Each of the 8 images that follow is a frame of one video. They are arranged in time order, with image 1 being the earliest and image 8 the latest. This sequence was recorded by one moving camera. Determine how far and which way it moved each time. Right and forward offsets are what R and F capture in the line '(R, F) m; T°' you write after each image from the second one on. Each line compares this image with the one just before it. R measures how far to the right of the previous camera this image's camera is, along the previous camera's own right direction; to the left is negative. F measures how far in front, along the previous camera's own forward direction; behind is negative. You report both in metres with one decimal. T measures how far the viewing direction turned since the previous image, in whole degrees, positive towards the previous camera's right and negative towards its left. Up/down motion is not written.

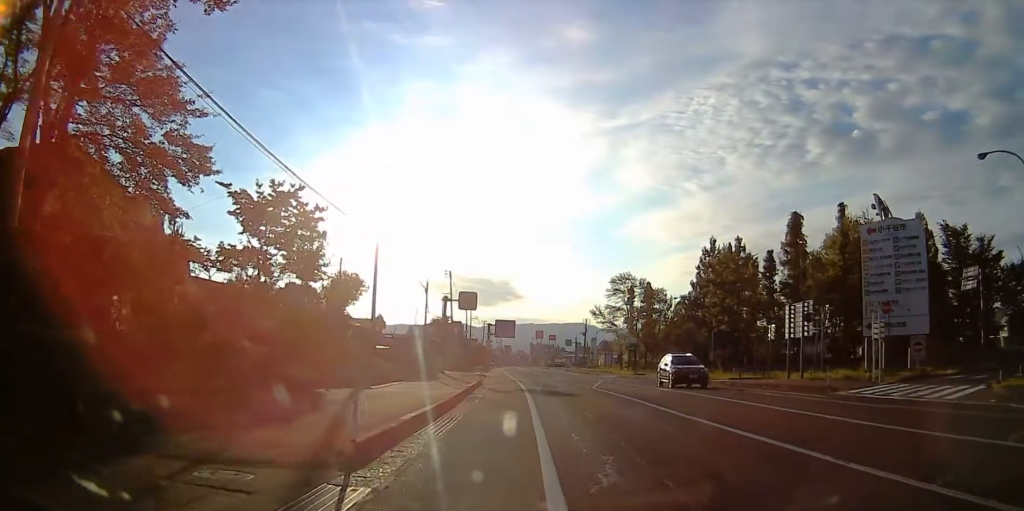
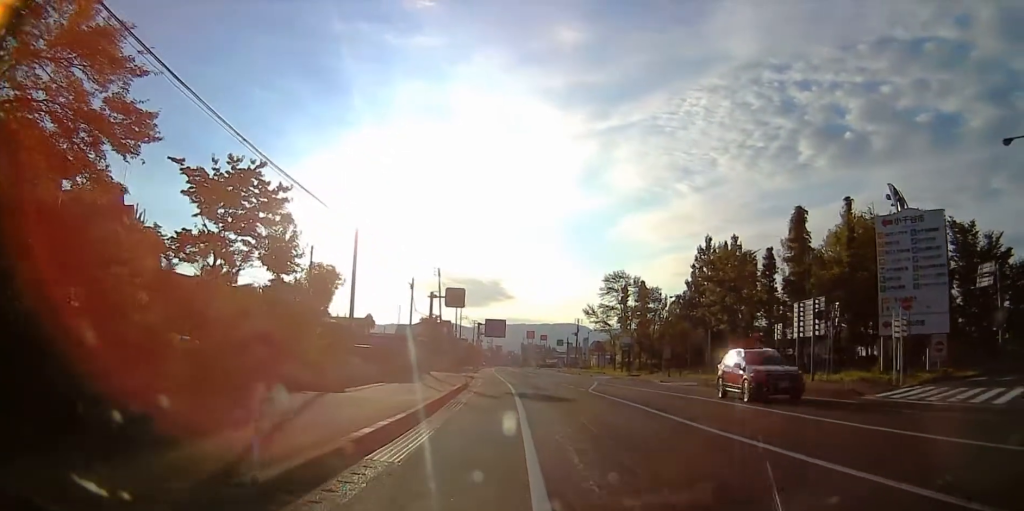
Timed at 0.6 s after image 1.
(0.0, +2.4) m; 0°
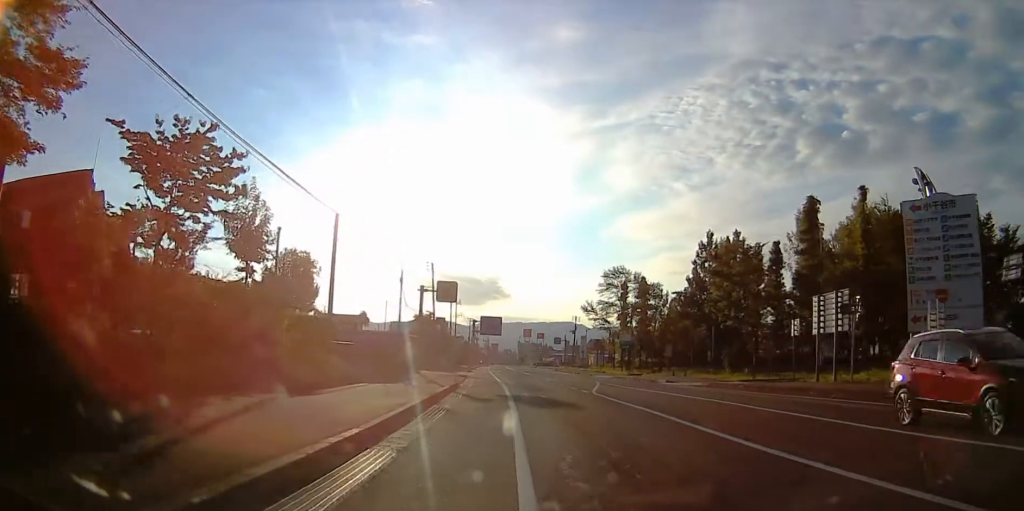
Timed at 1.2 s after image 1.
(0.0, +2.7) m; 0°
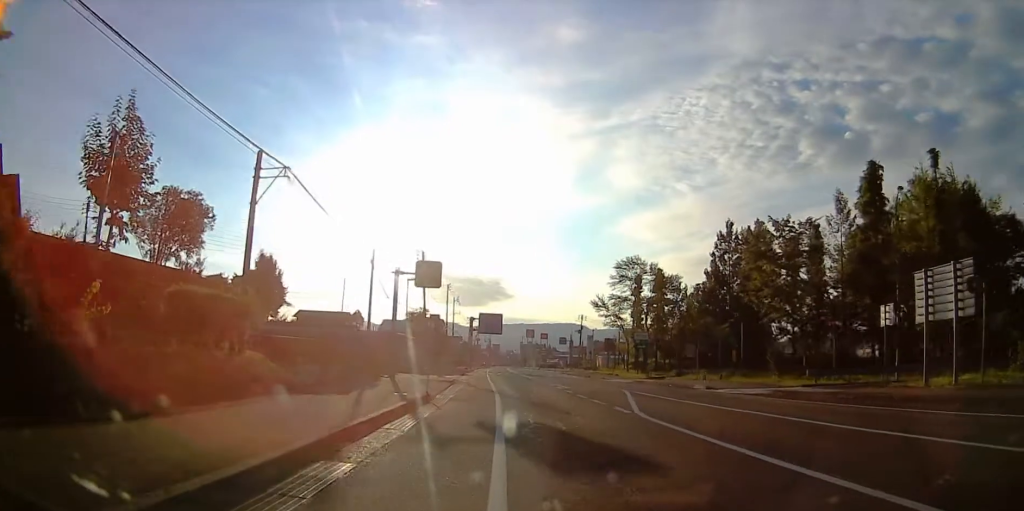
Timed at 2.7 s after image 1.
(0.0, +9.2) m; -1°
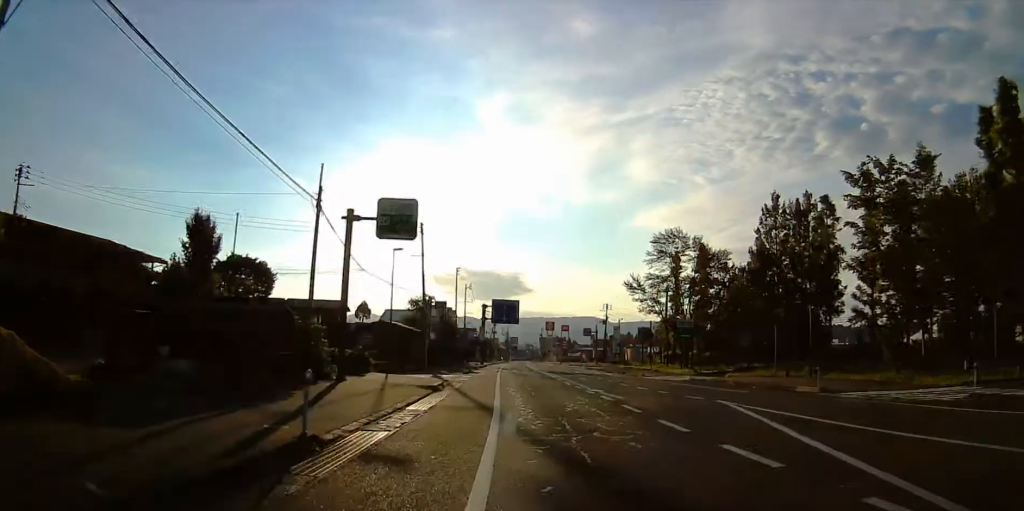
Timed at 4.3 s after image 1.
(-1.0, +13.3) m; -8°
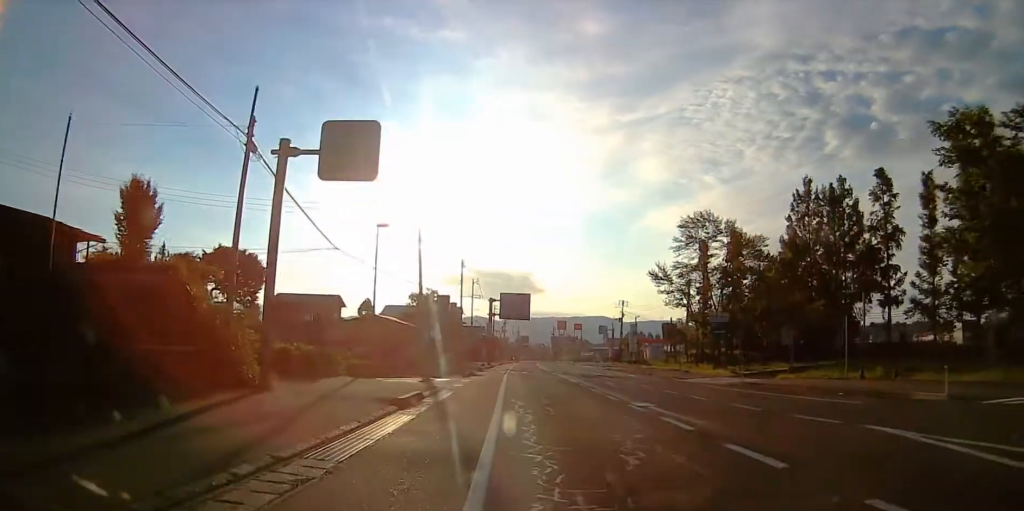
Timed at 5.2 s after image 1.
(-0.2, +7.9) m; +2°
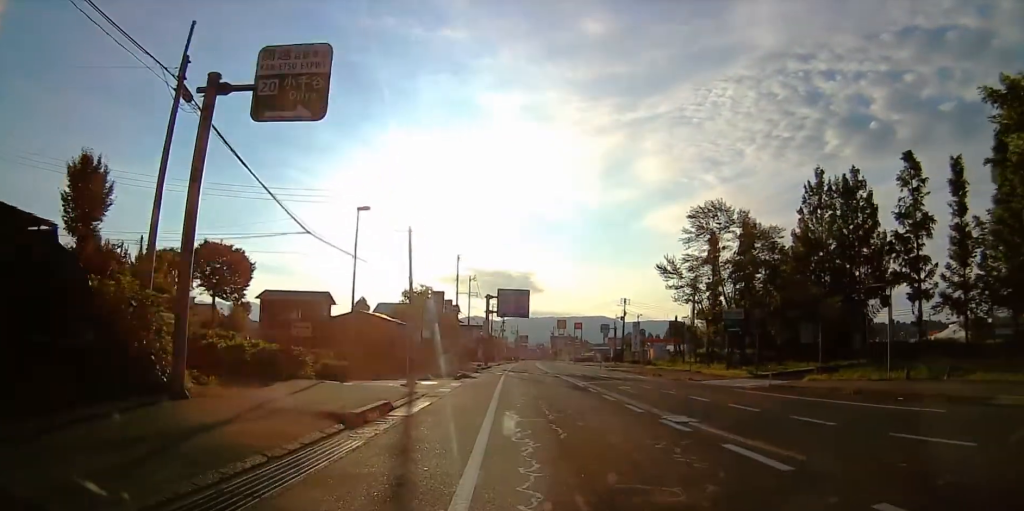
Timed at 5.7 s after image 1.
(0.0, +4.3) m; +2°
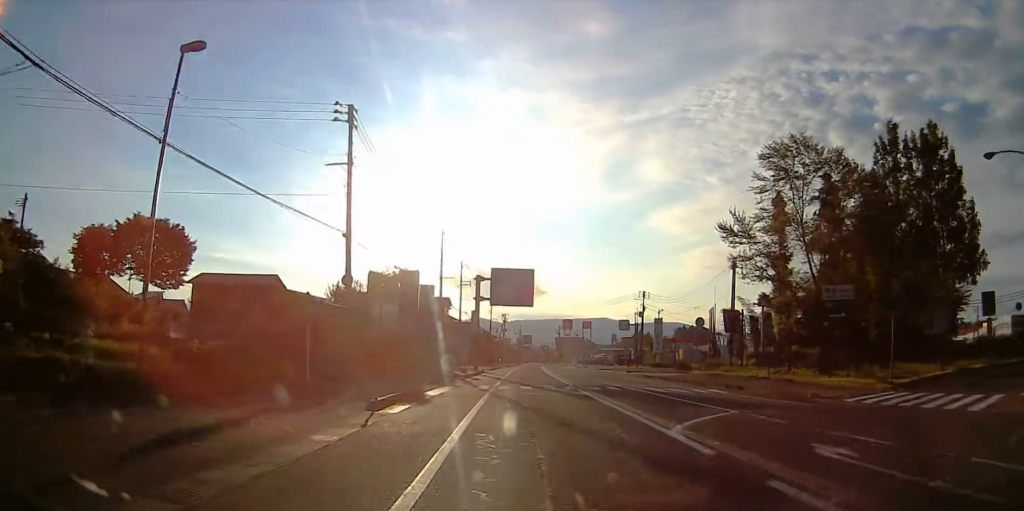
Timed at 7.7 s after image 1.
(+1.3, +19.3) m; +1°
